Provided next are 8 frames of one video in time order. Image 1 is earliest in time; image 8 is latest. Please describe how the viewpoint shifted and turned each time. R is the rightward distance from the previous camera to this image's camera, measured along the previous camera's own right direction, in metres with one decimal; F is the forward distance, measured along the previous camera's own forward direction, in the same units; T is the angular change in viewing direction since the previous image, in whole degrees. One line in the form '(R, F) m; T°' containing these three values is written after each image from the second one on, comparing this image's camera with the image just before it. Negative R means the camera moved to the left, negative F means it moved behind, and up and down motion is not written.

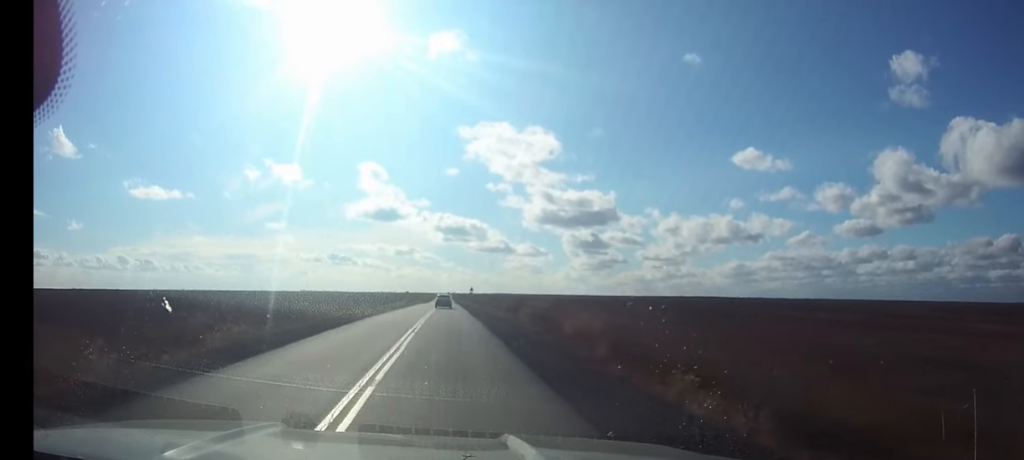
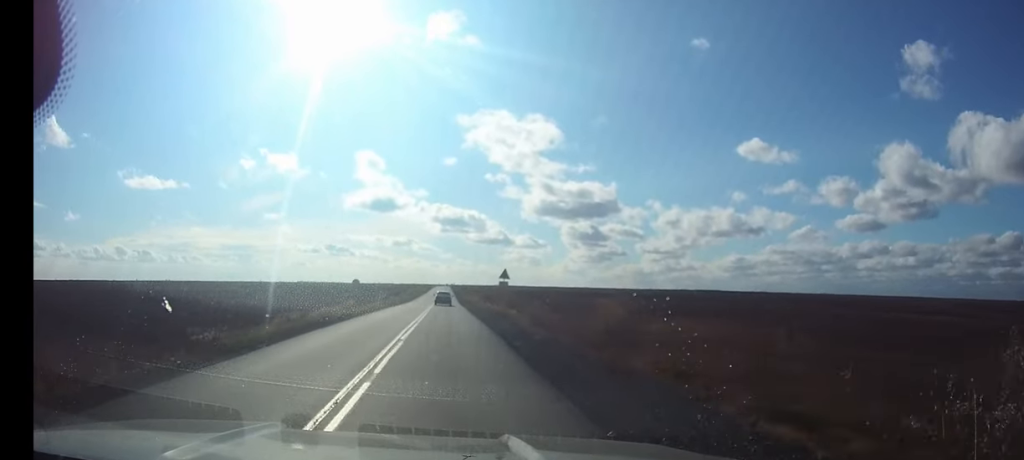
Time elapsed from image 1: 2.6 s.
(+0.1, +63.0) m; 0°
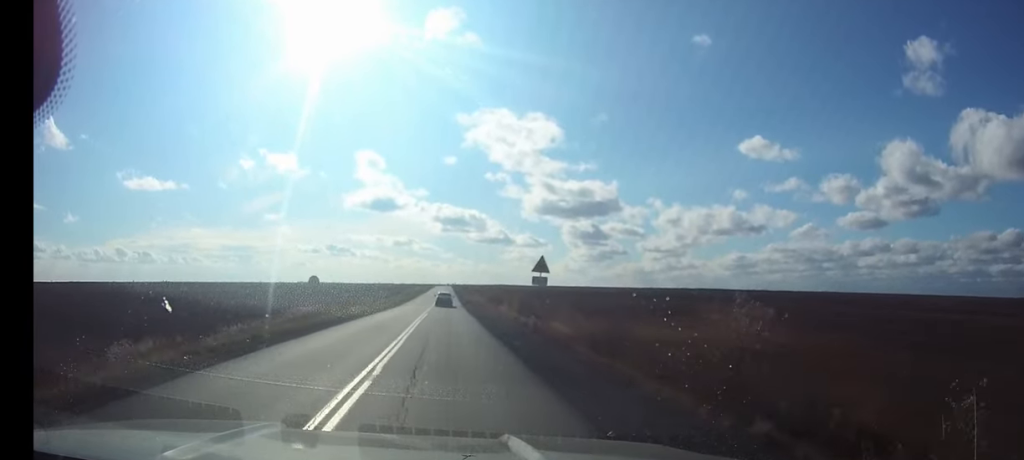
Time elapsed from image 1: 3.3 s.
(0.0, +16.1) m; 0°
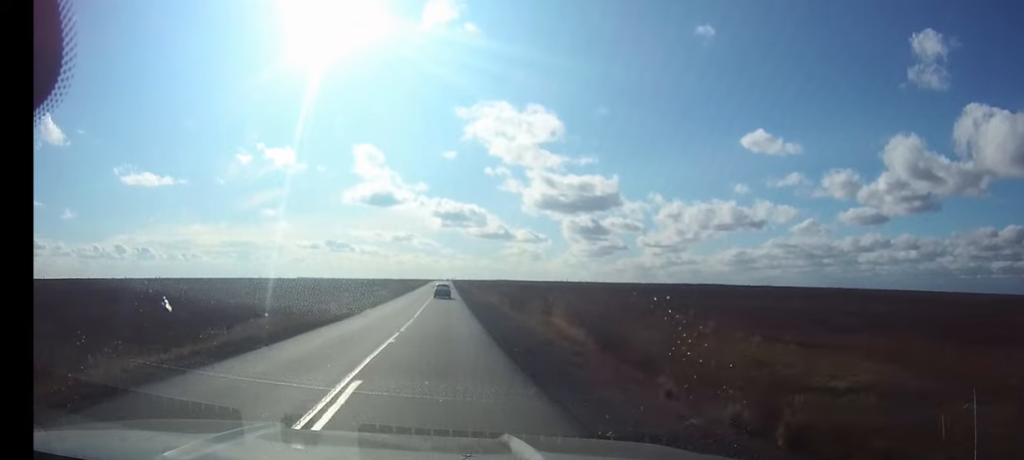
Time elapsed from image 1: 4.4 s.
(0.0, +28.0) m; 0°
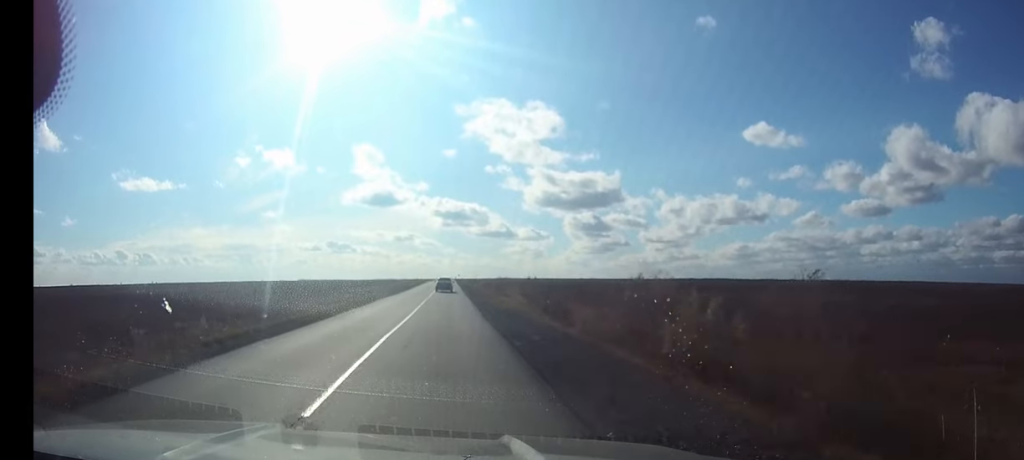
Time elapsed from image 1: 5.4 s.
(0.0, +22.0) m; 0°
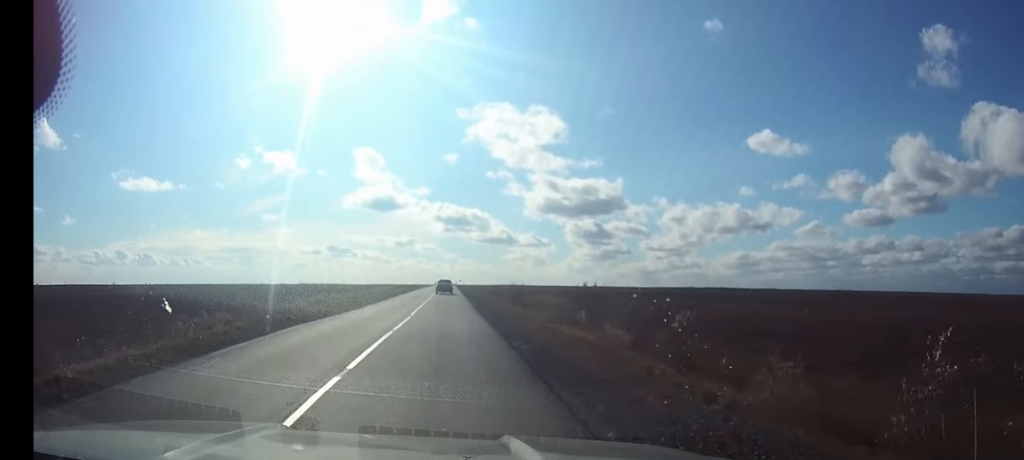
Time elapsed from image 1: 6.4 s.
(0.0, +23.1) m; 0°
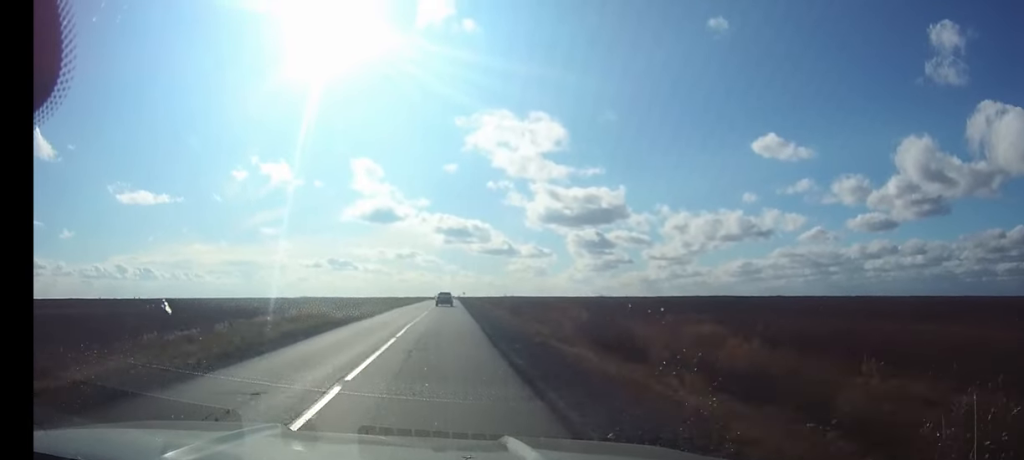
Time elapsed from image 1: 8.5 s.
(-0.1, +47.0) m; 0°
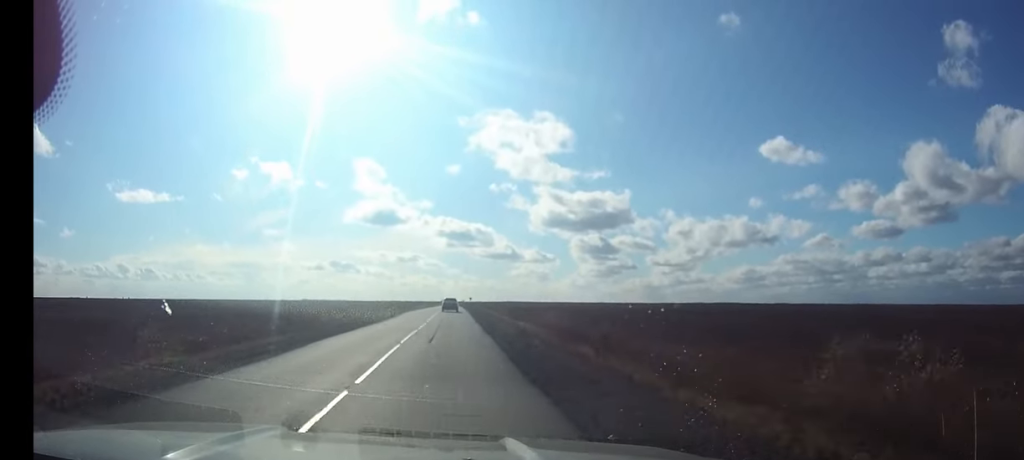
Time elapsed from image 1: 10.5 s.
(-0.1, +43.5) m; 0°
